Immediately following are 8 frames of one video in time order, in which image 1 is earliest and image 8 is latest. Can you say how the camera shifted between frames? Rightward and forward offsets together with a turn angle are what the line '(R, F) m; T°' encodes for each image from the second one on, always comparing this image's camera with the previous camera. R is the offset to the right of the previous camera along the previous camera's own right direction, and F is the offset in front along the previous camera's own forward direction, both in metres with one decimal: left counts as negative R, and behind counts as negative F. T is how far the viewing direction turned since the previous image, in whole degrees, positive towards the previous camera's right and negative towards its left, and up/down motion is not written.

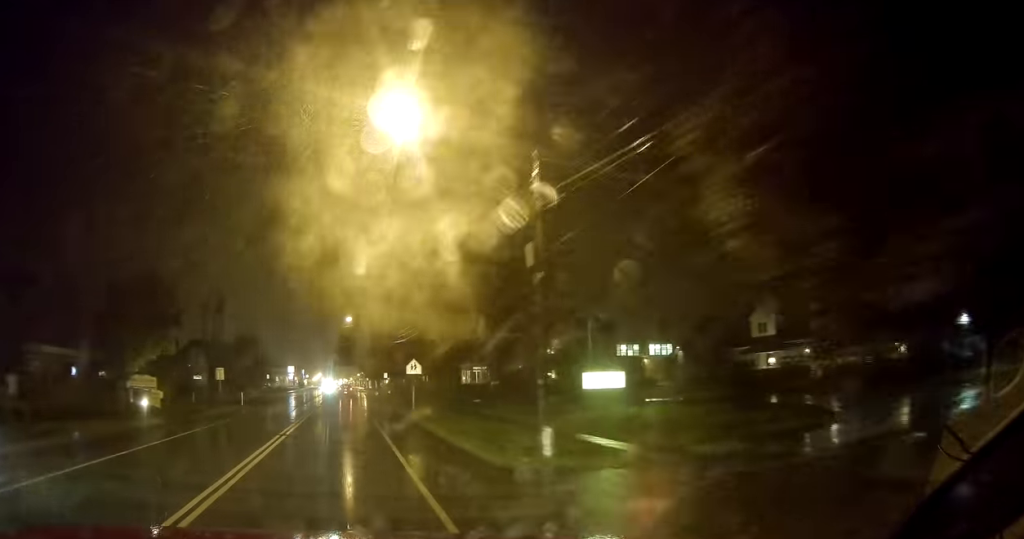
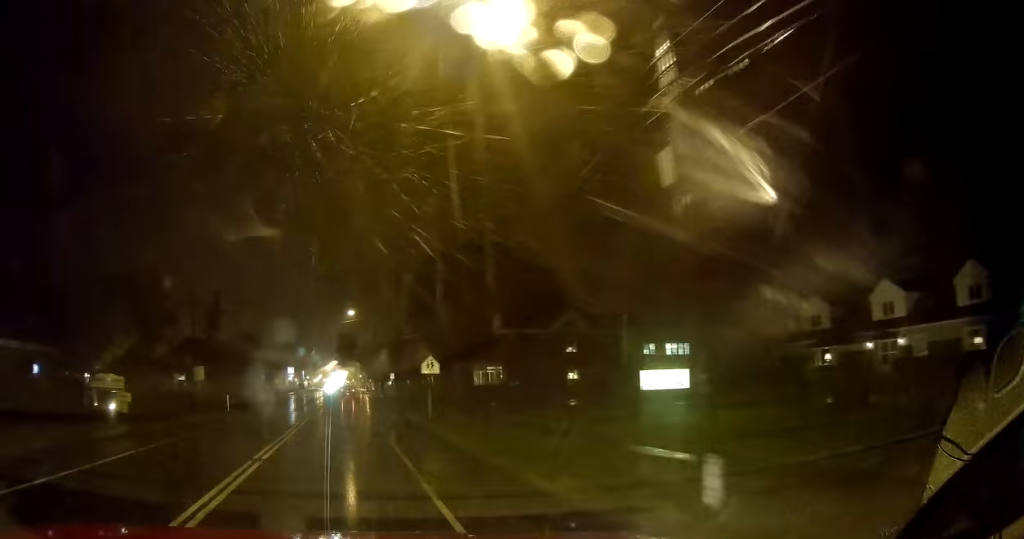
(+0.1, +6.3) m; 0°
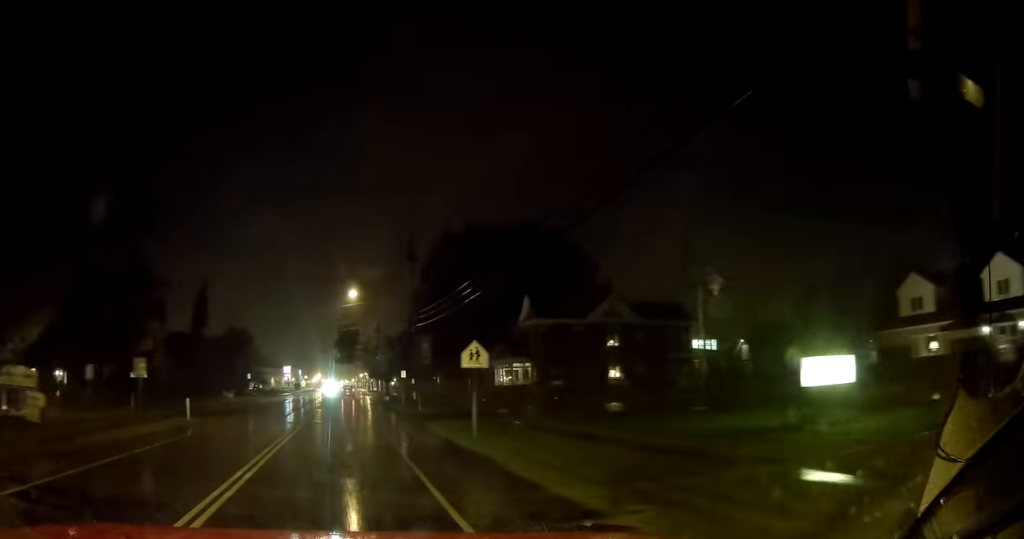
(-0.4, +10.4) m; 0°
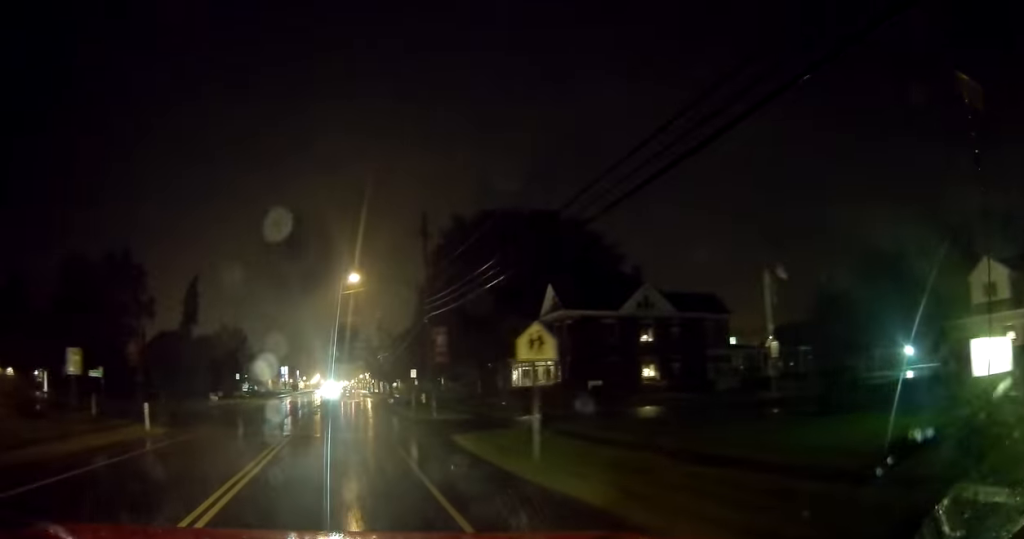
(0.0, +6.4) m; 0°
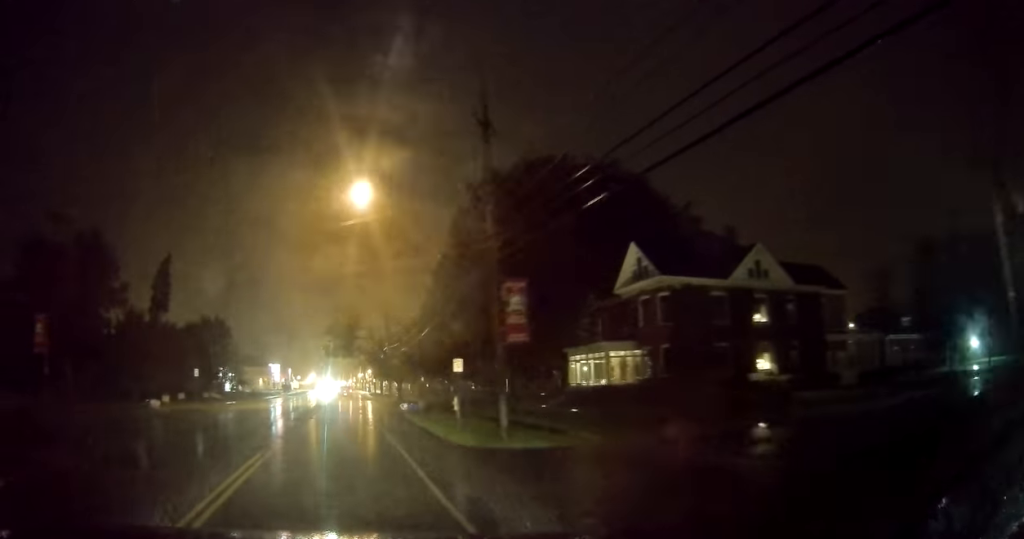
(+0.3, +14.9) m; +1°
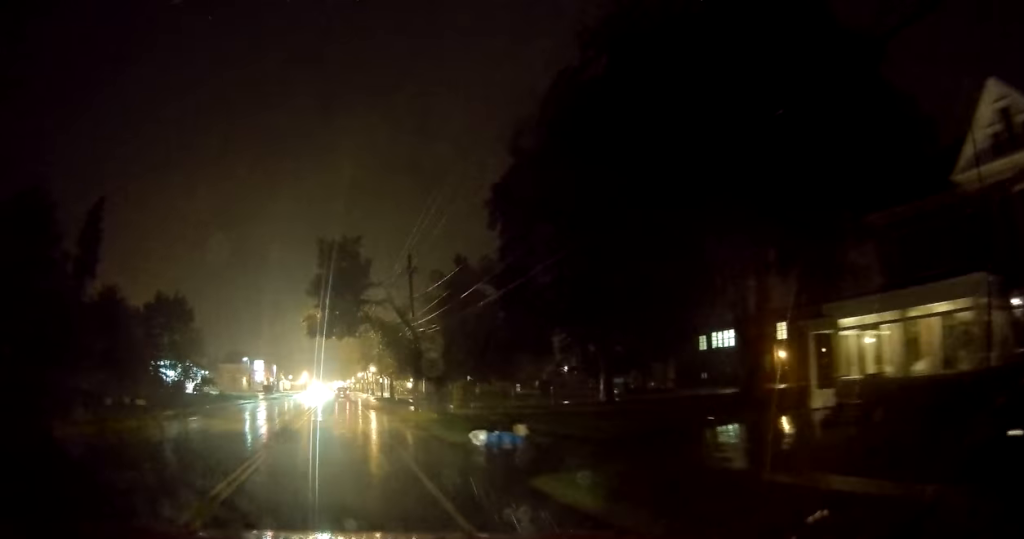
(-0.4, +24.9) m; 0°
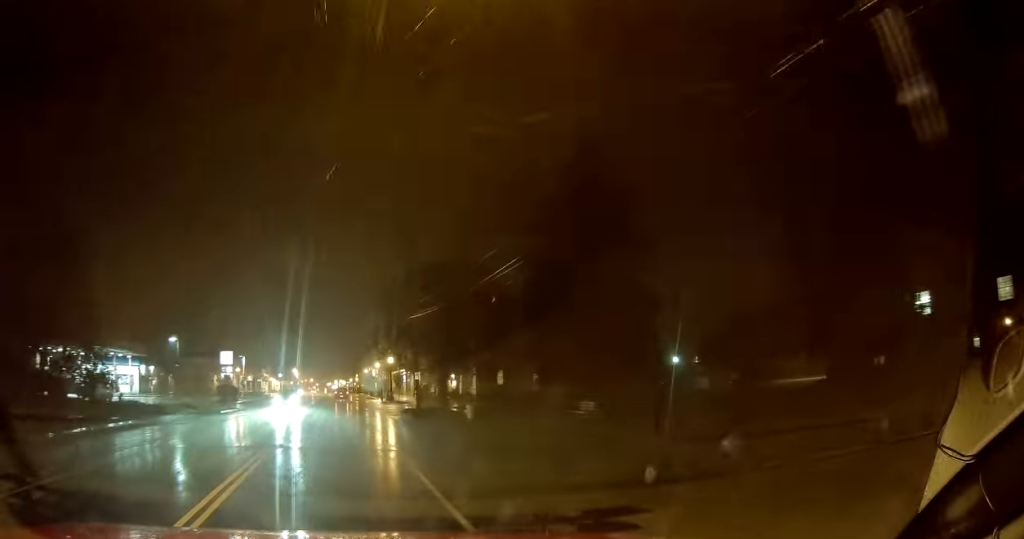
(+0.2, +35.9) m; 0°
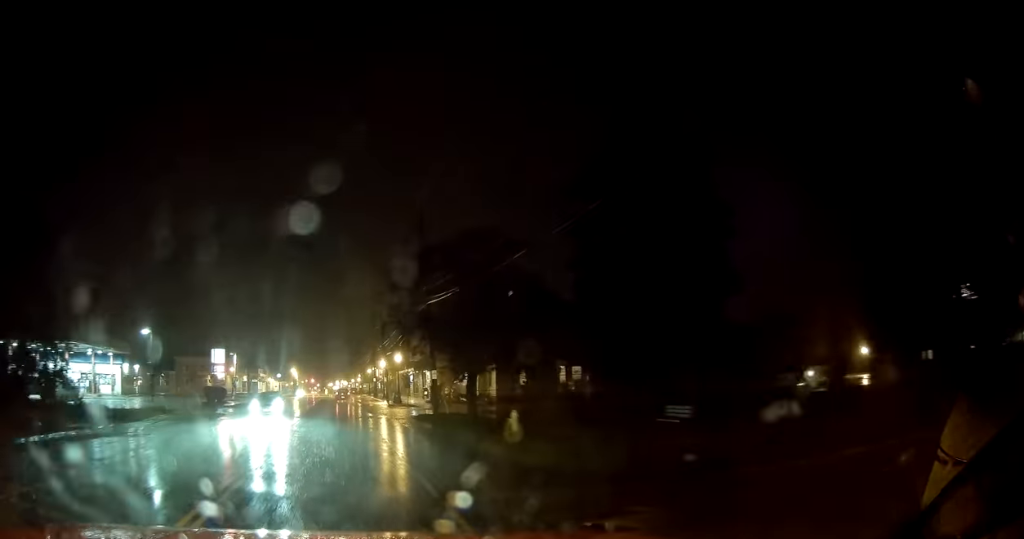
(+0.2, +7.0) m; 0°
